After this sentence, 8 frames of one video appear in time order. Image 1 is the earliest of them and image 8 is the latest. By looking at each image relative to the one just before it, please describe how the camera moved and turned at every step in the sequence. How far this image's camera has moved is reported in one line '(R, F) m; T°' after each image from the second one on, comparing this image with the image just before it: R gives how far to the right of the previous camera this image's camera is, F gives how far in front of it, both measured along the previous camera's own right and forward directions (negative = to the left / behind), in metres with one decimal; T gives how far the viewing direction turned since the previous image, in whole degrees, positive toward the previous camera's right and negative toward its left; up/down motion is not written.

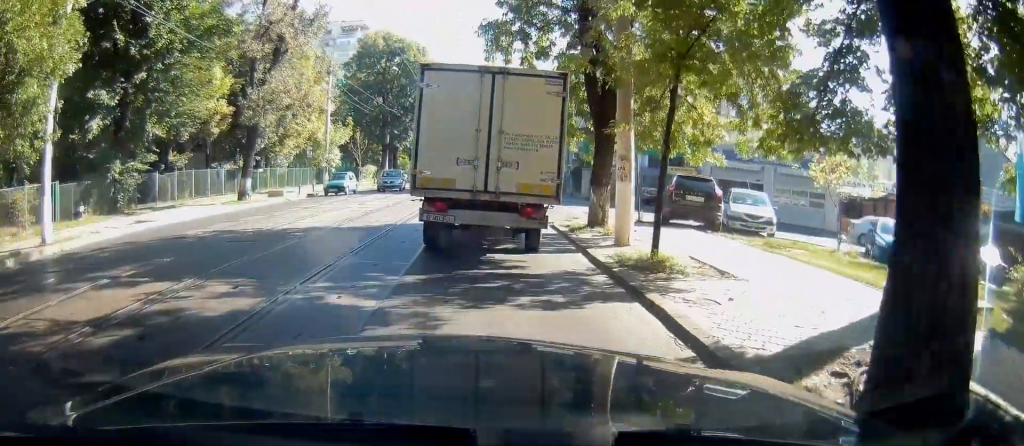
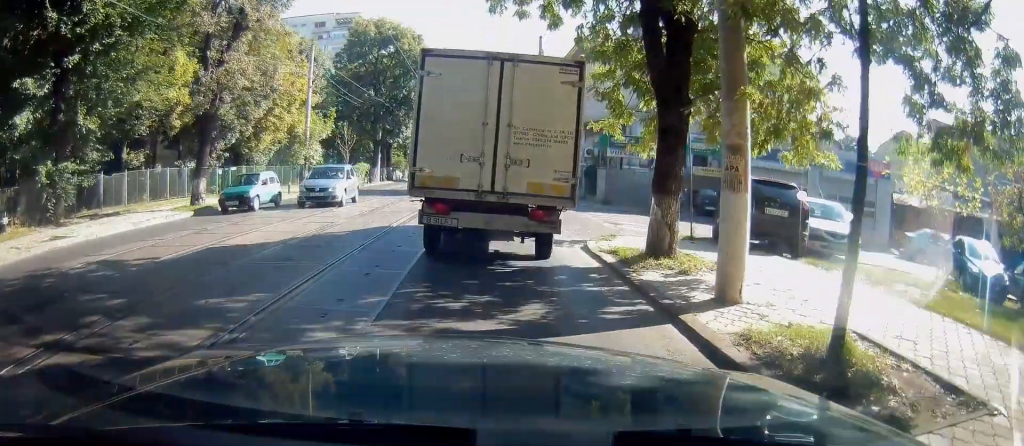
(-0.2, +4.1) m; -6°
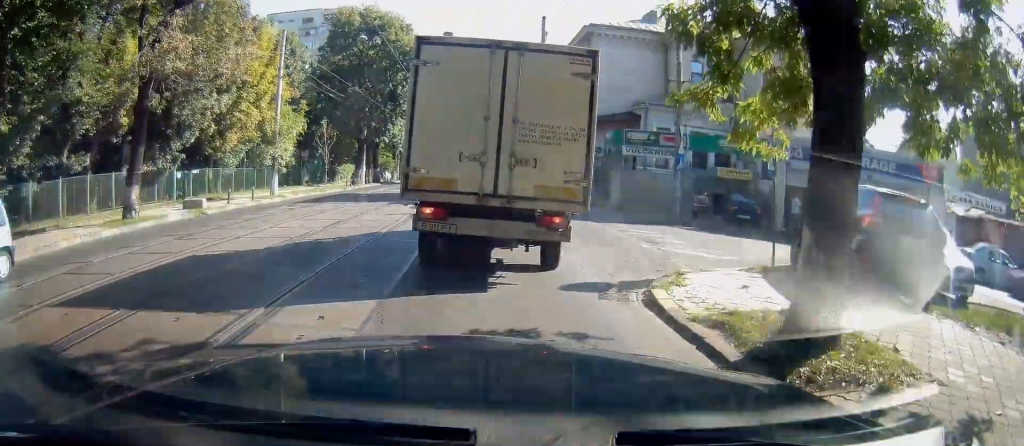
(-0.3, +4.4) m; 0°
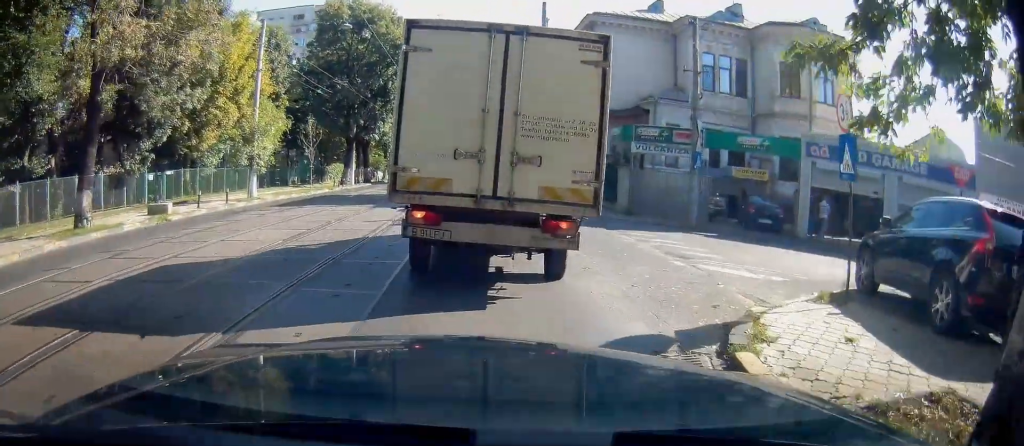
(+0.3, +2.5) m; +5°
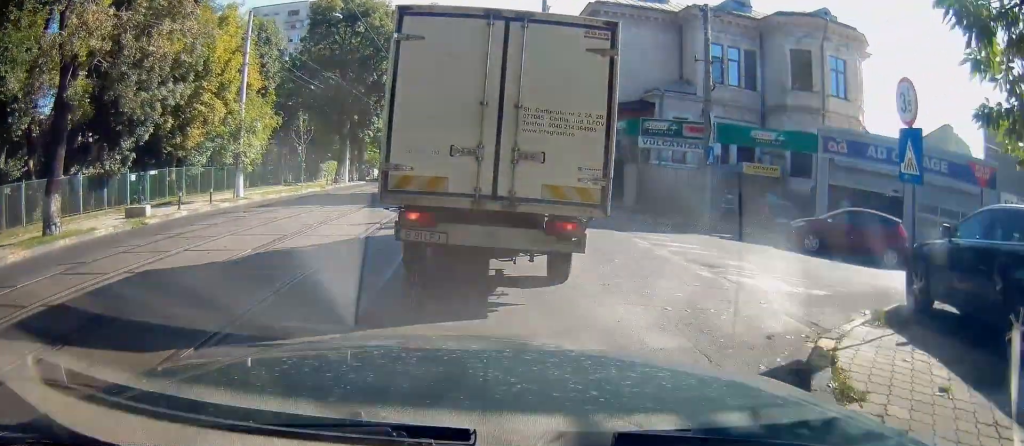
(0.0, +1.6) m; +2°
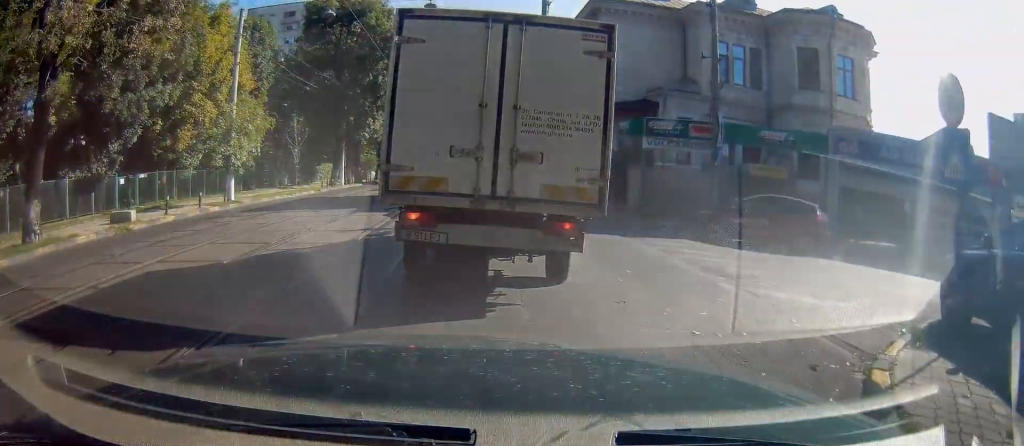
(-0.1, +1.1) m; 0°
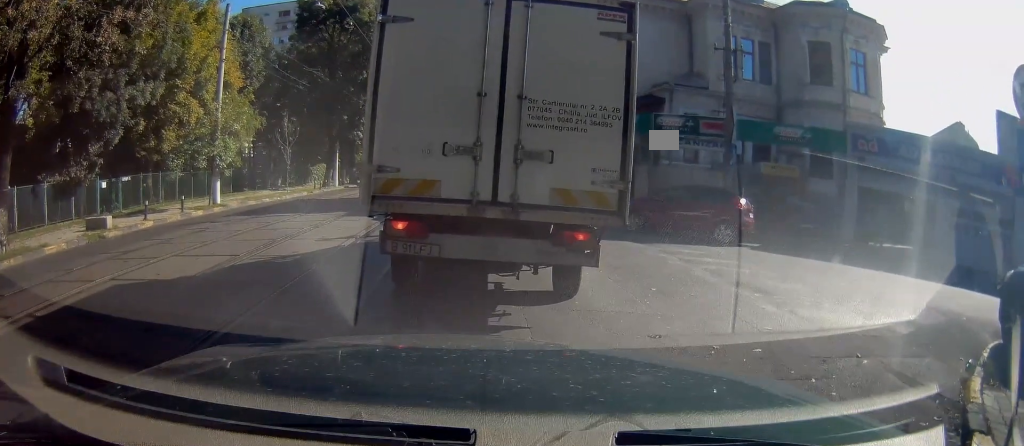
(0.0, +0.6) m; 0°
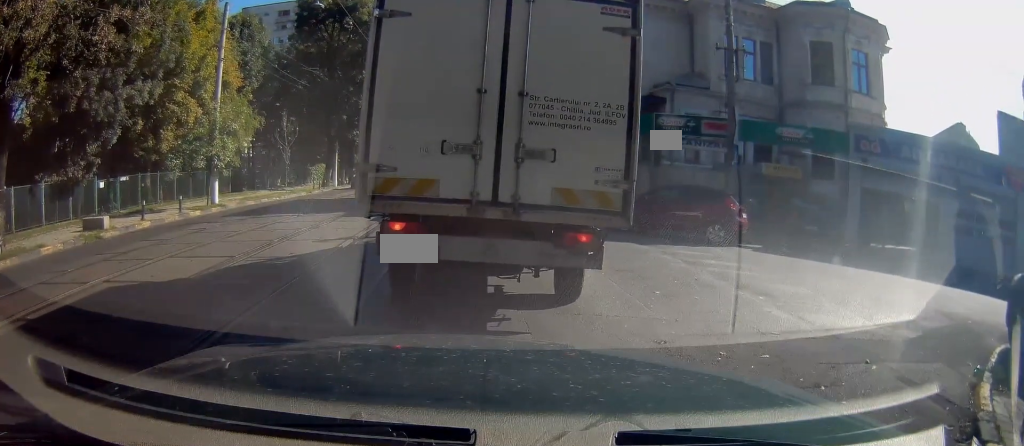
(0.0, 0.0) m; 0°
